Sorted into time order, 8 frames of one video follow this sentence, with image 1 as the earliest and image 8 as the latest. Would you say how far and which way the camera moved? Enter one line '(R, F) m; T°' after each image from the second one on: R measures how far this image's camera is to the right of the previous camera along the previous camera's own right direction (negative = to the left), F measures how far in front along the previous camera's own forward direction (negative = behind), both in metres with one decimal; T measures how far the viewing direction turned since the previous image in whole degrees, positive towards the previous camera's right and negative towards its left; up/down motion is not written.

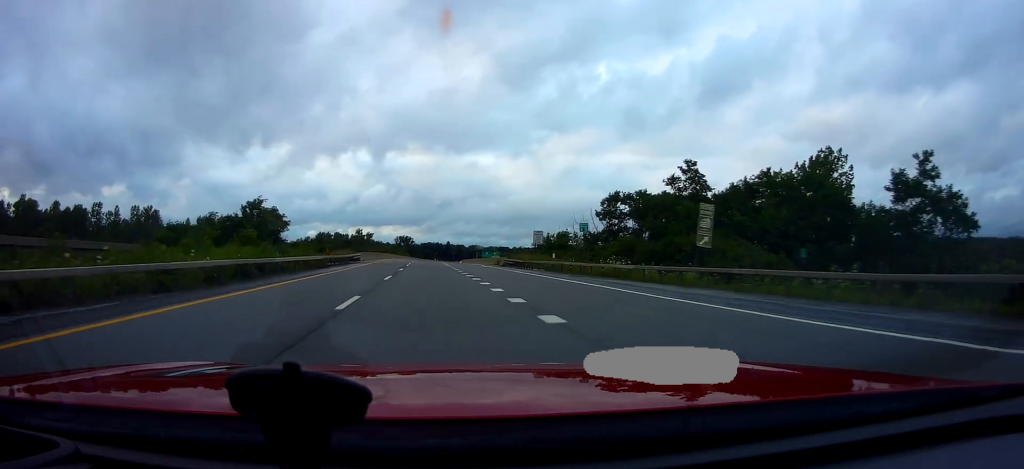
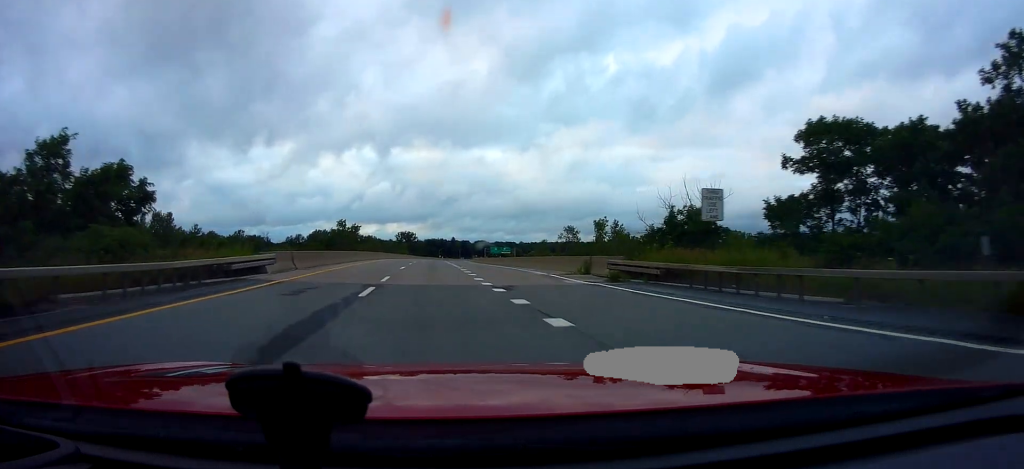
(0.0, +33.7) m; -1°
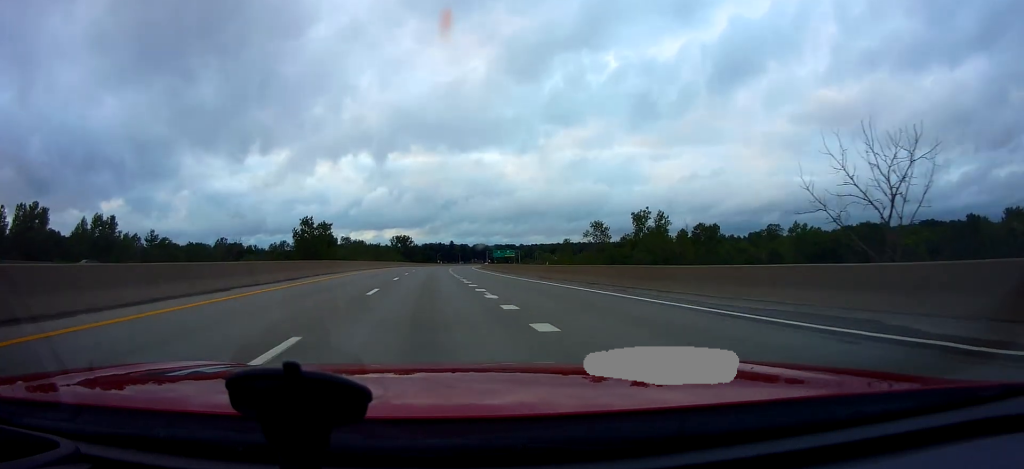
(-0.3, +28.3) m; -1°
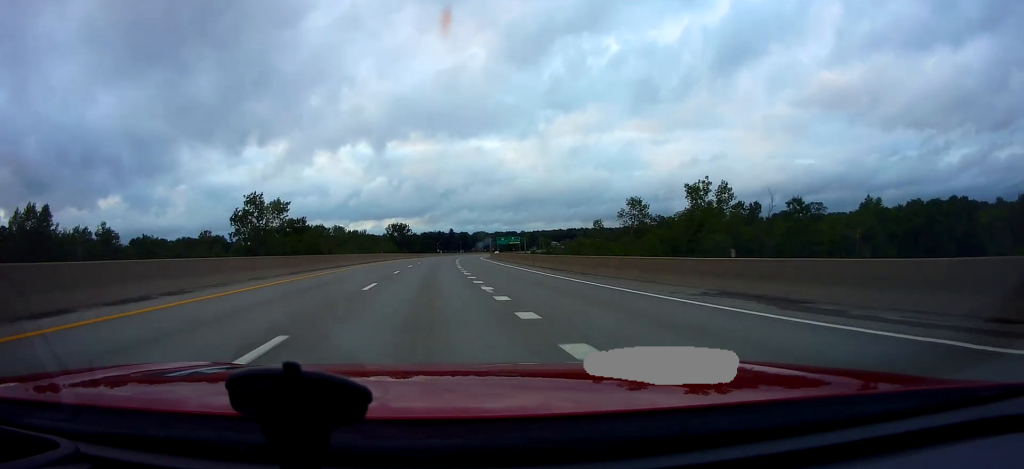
(-0.1, +24.8) m; +1°
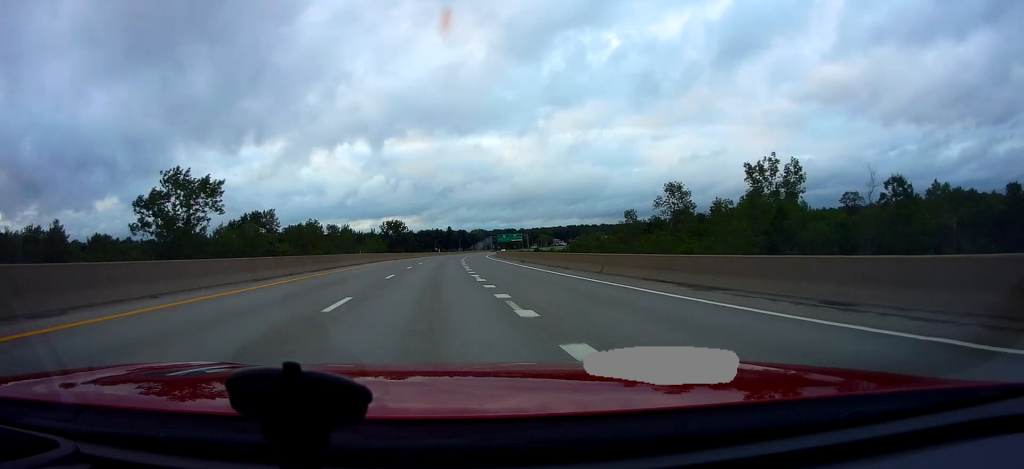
(+0.2, +18.5) m; +2°
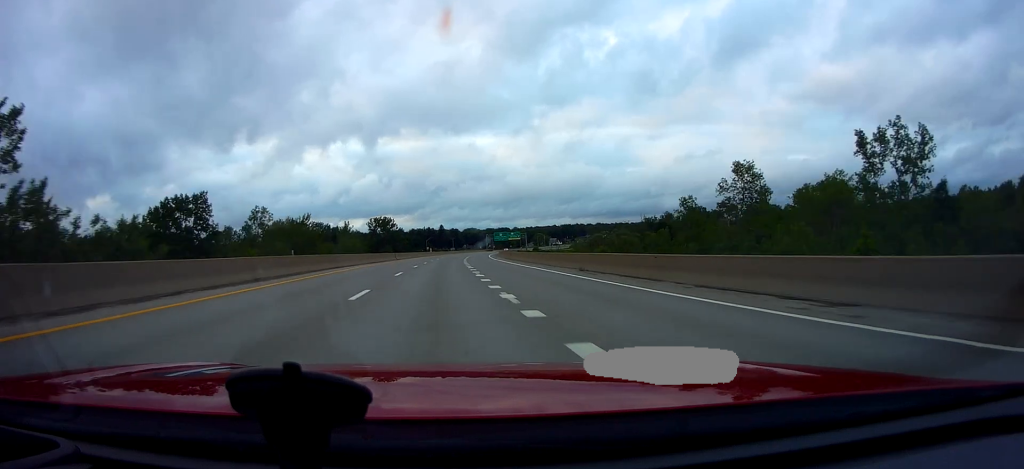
(+0.5, +22.2) m; 0°
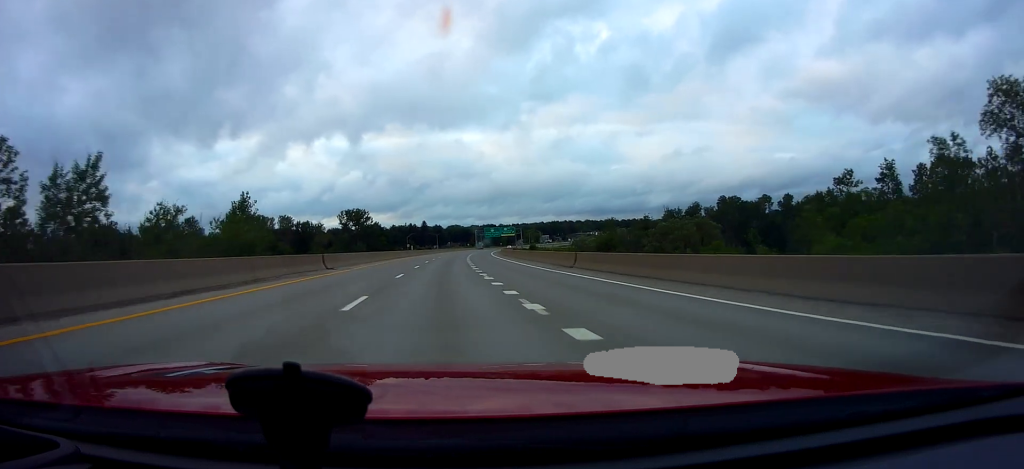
(-0.4, +39.1) m; +1°
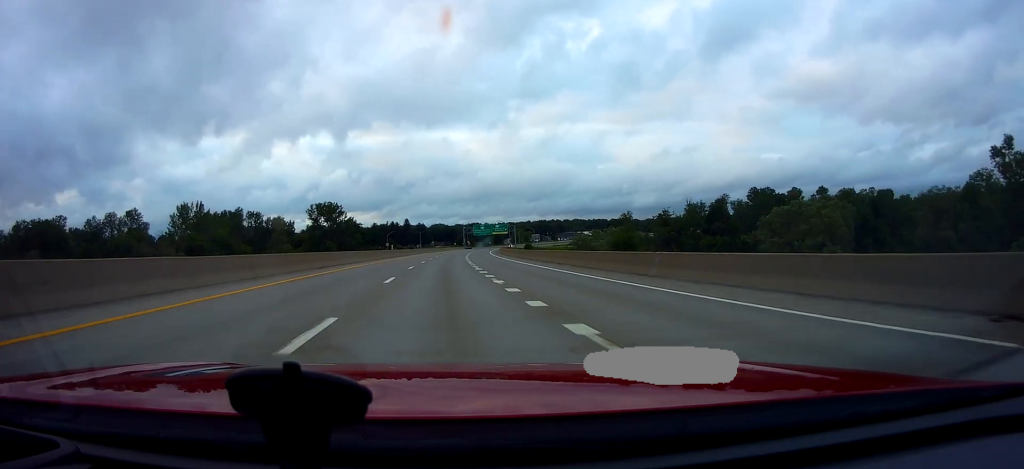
(+0.7, +29.4) m; +2°
